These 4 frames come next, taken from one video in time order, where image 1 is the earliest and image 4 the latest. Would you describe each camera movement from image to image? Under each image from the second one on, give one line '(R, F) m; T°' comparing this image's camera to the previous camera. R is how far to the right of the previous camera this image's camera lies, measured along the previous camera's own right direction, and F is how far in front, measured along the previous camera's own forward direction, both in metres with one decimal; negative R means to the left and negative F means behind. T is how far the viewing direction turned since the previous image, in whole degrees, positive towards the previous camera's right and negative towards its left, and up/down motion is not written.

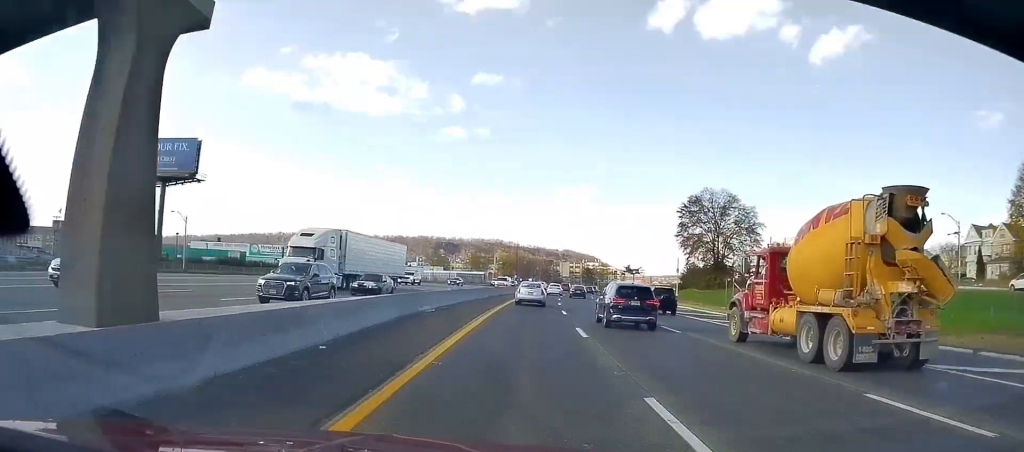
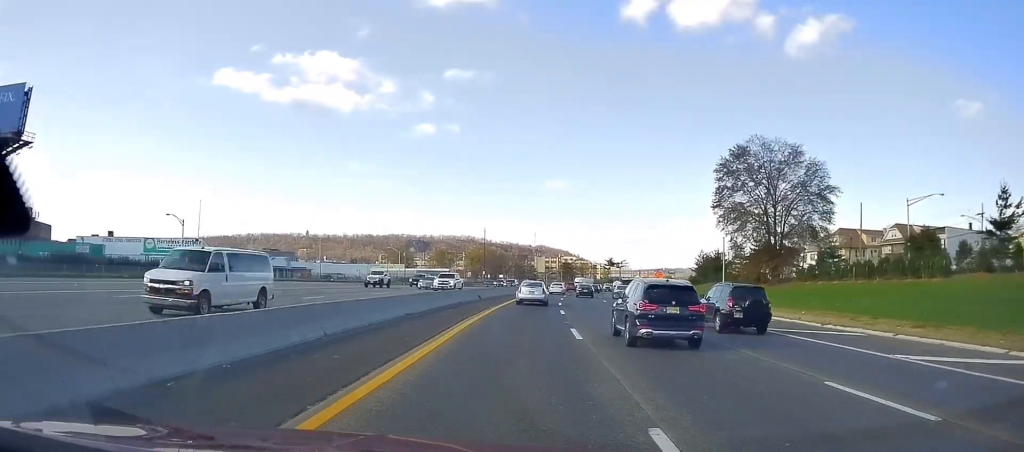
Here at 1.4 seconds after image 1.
(+1.1, +39.0) m; +3°
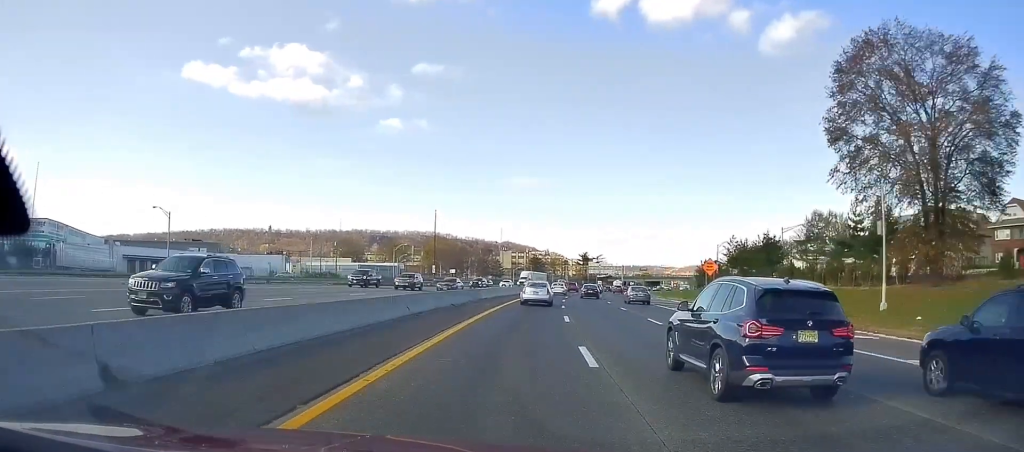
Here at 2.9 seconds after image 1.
(+0.5, +40.6) m; +2°
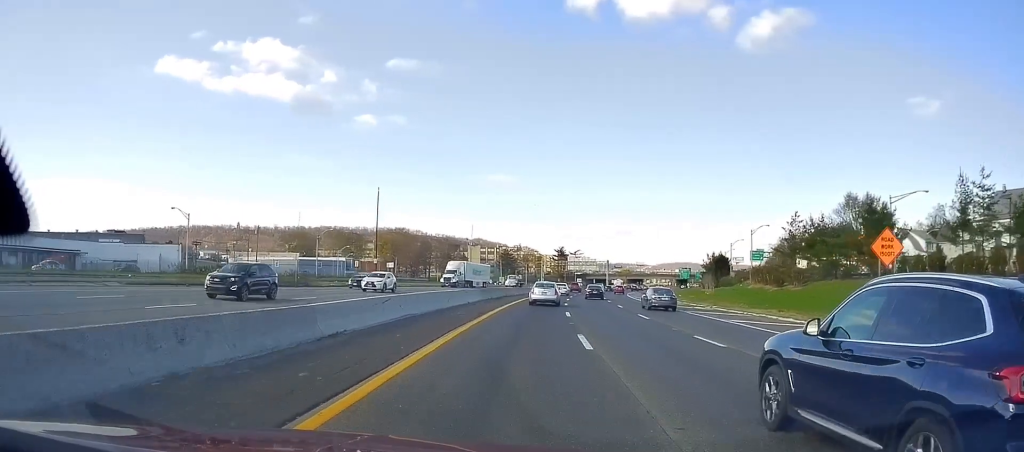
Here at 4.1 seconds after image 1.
(+1.1, +33.3) m; +4°
